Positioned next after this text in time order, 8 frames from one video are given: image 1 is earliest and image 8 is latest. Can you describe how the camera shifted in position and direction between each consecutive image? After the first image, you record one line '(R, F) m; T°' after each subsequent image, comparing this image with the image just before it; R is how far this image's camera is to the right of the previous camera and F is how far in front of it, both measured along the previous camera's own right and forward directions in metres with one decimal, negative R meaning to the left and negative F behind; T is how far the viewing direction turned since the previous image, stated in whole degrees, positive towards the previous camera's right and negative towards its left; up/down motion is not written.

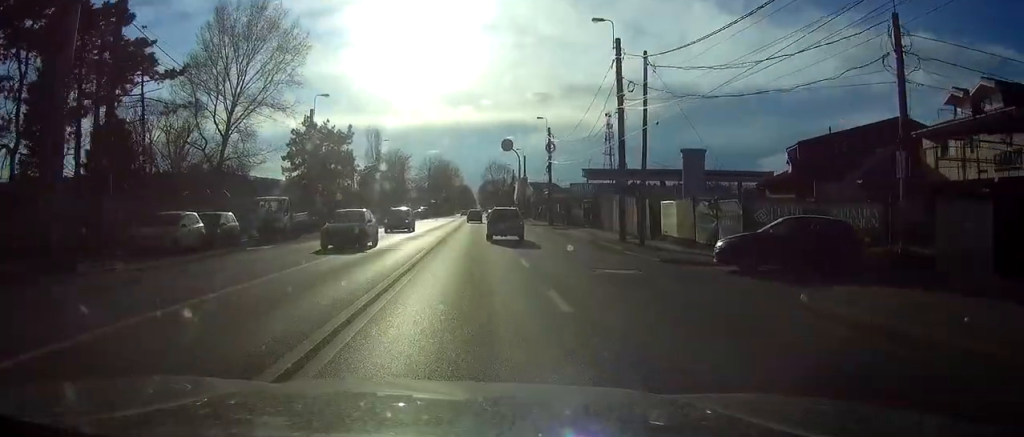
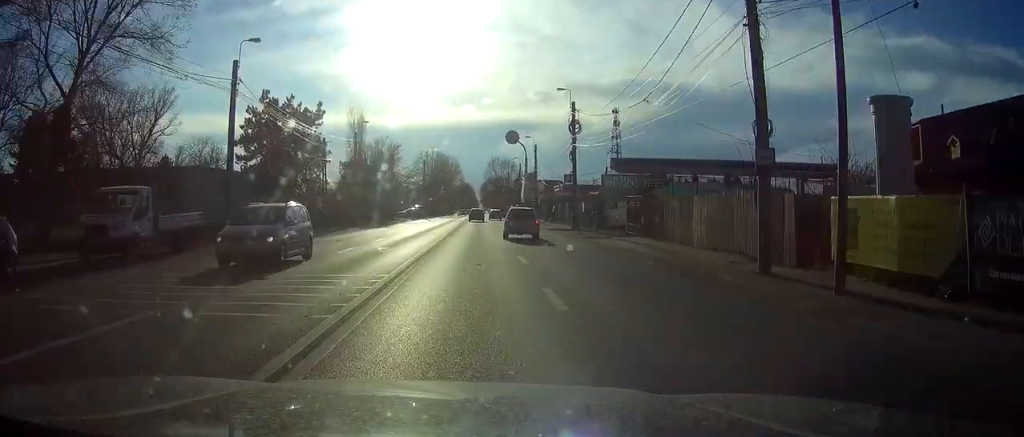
(0.0, +17.0) m; 0°
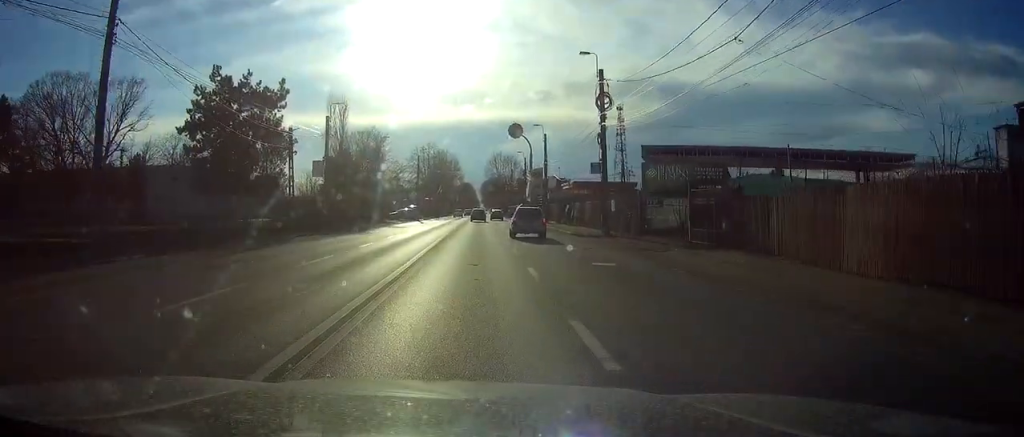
(0.0, +12.8) m; 0°
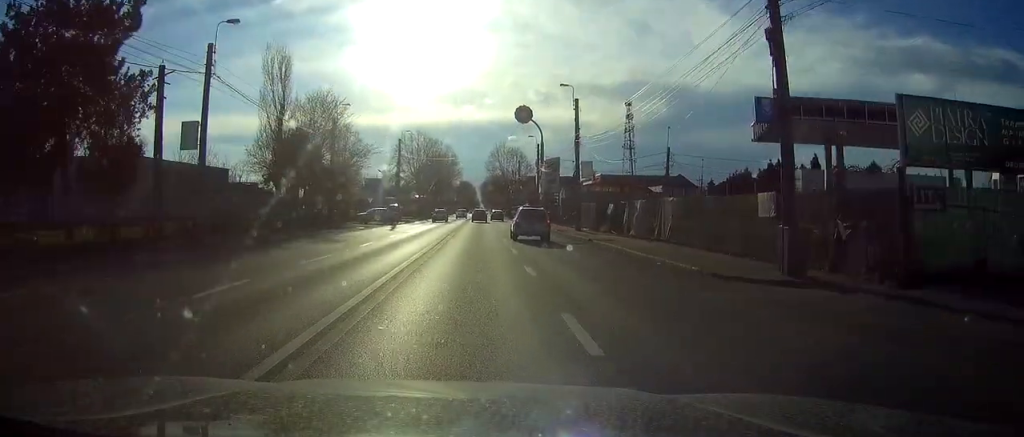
(+0.2, +25.1) m; +1°
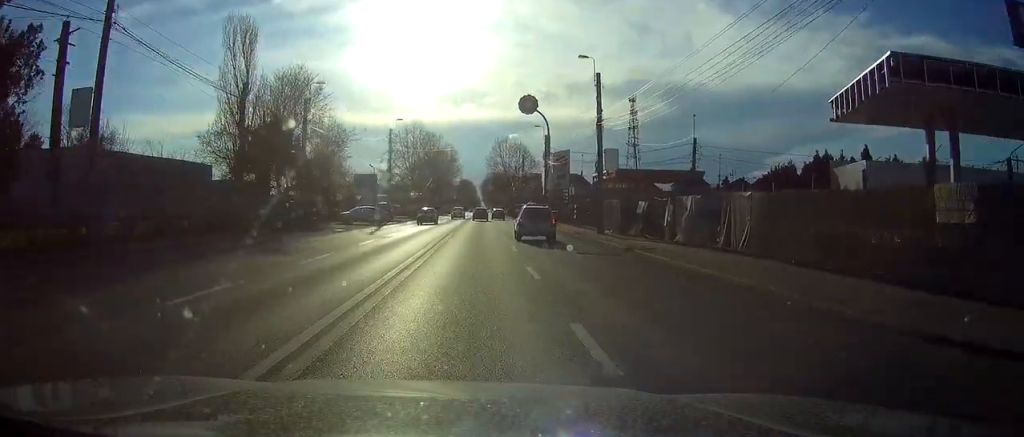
(+0.1, +9.5) m; 0°
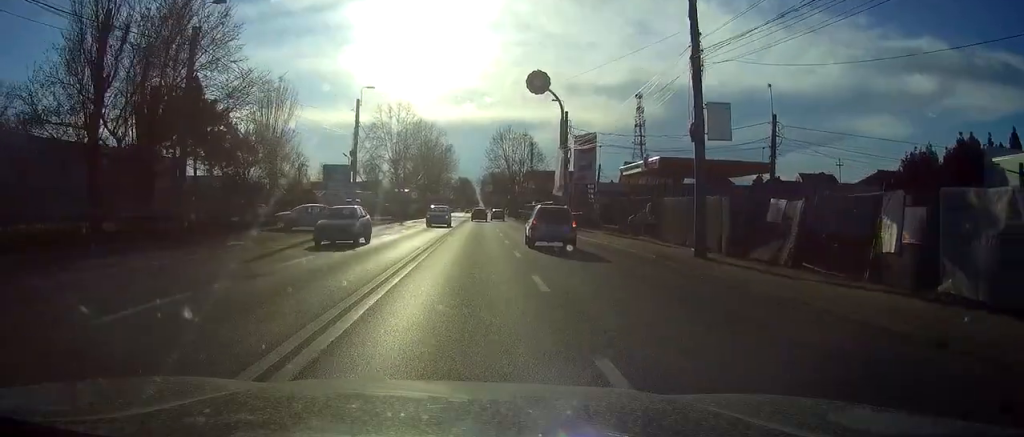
(-0.2, +19.6) m; -1°
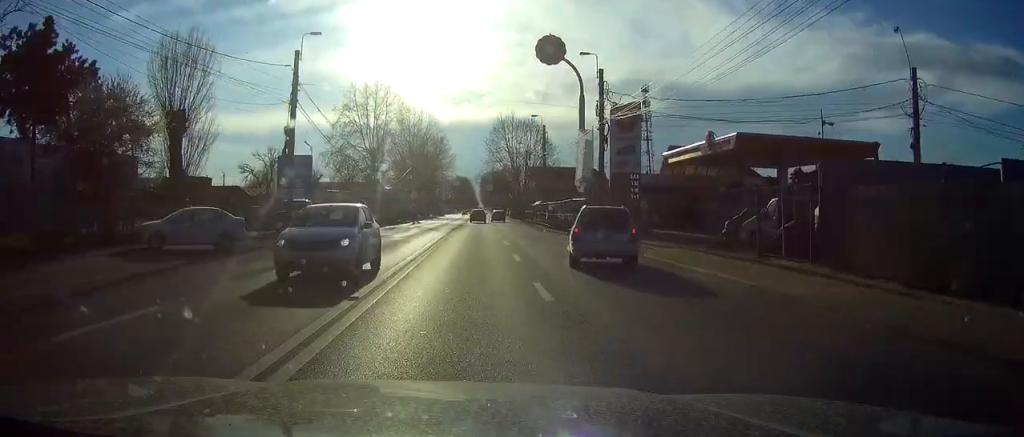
(0.0, +18.5) m; 0°
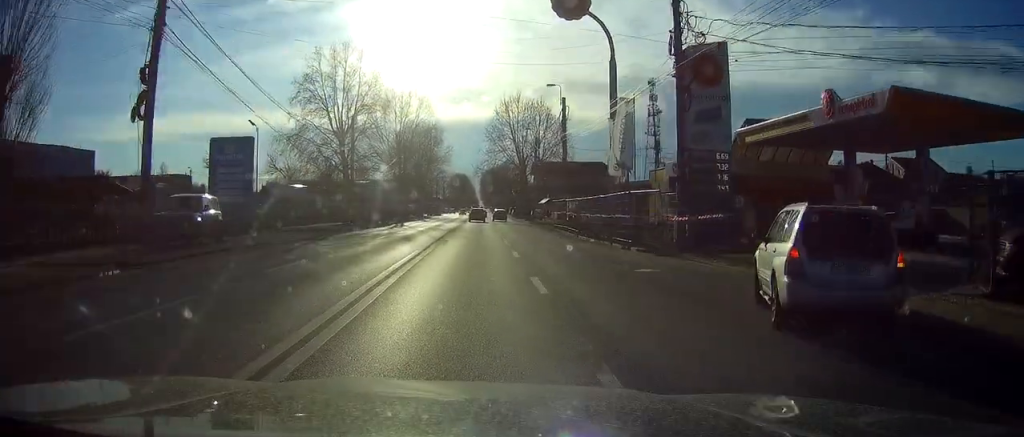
(0.0, +16.8) m; 0°
